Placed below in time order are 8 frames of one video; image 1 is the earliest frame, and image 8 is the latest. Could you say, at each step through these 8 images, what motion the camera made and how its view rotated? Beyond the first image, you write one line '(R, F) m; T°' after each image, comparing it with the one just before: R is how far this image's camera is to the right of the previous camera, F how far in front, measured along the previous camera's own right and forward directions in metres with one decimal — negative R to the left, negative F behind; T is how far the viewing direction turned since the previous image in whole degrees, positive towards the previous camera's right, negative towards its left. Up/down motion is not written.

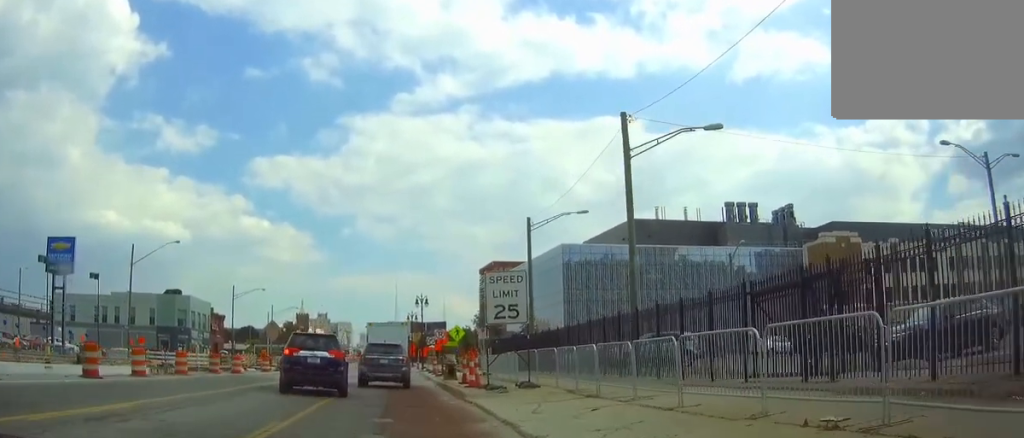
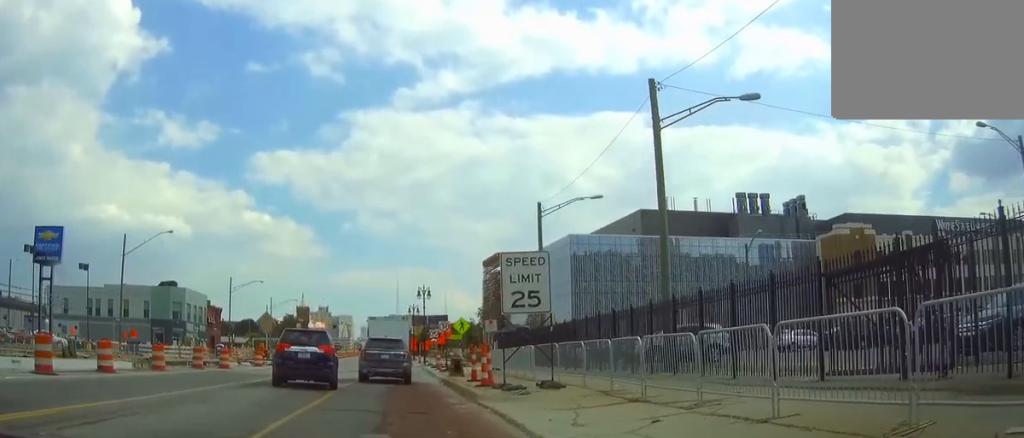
(0.0, +3.1) m; +1°
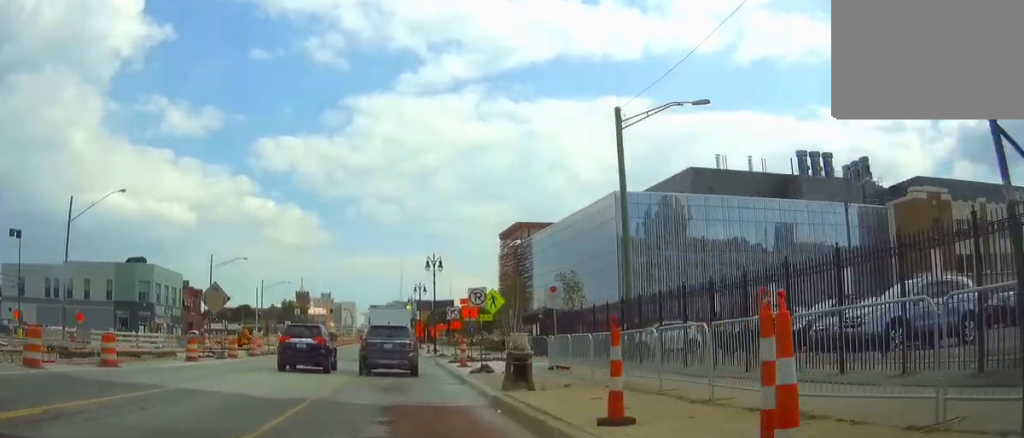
(+0.3, +16.6) m; 0°
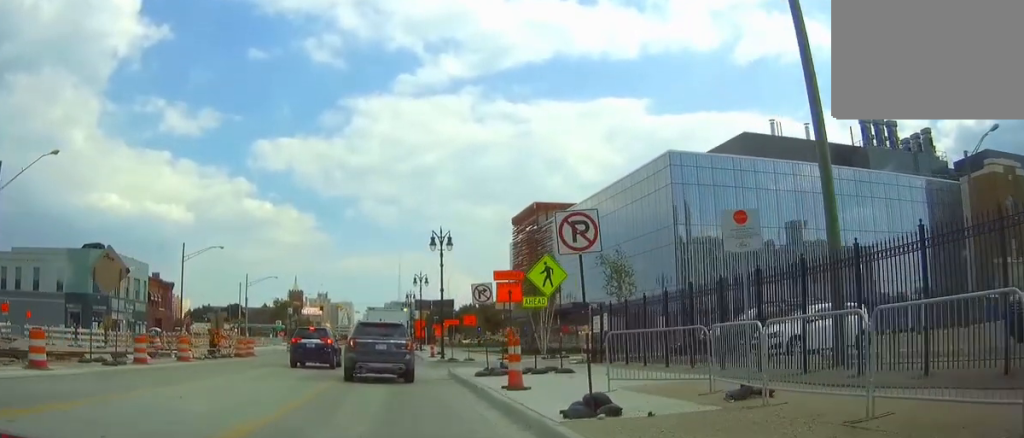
(-0.1, +14.5) m; -1°
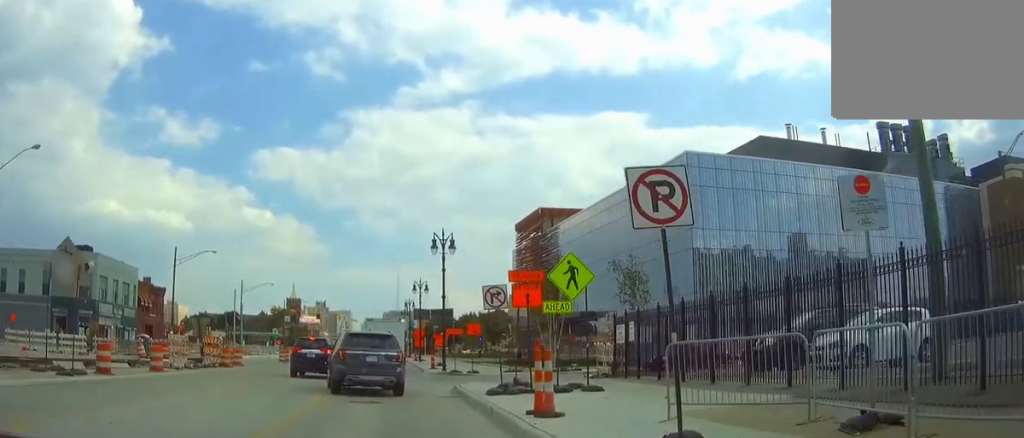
(0.0, +3.6) m; 0°
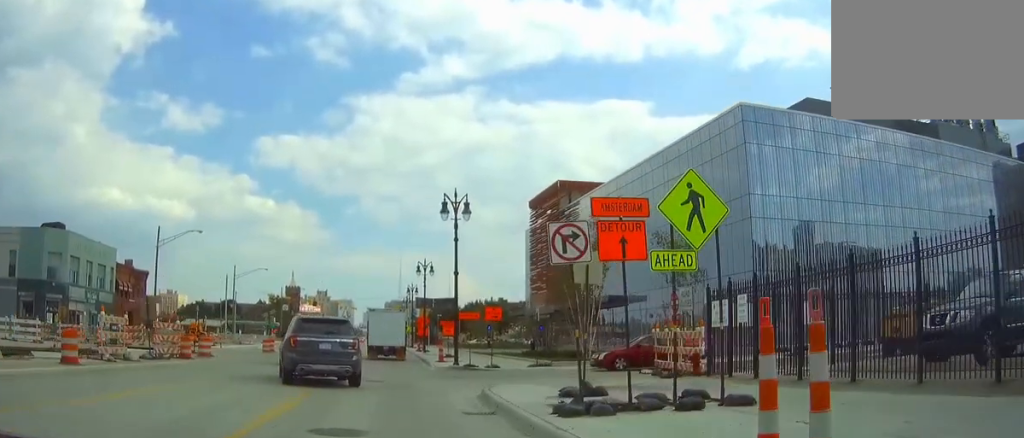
(0.0, +8.8) m; 0°
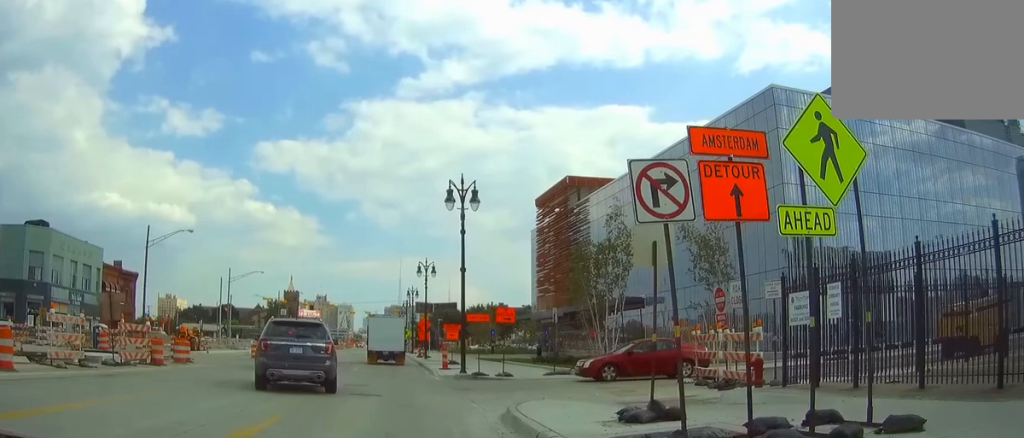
(0.0, +4.4) m; 0°
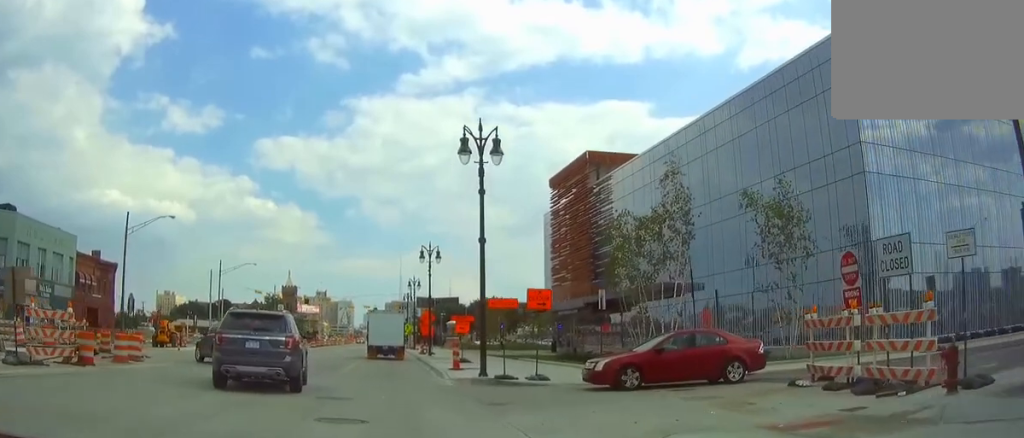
(0.0, +8.0) m; 0°
